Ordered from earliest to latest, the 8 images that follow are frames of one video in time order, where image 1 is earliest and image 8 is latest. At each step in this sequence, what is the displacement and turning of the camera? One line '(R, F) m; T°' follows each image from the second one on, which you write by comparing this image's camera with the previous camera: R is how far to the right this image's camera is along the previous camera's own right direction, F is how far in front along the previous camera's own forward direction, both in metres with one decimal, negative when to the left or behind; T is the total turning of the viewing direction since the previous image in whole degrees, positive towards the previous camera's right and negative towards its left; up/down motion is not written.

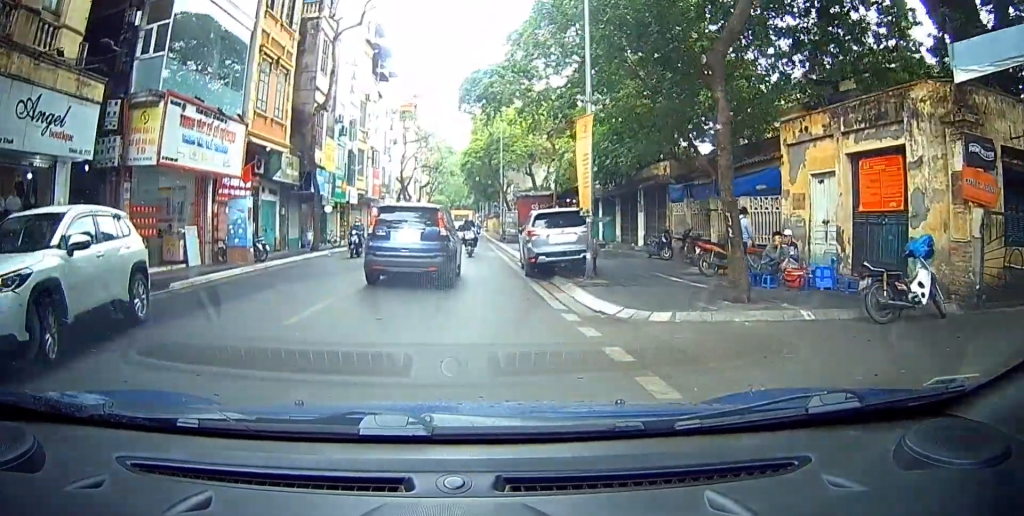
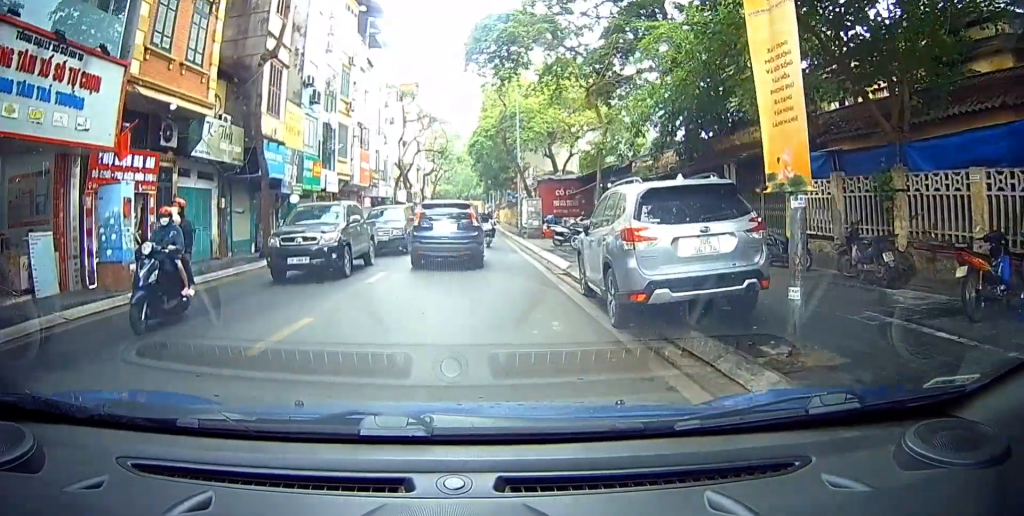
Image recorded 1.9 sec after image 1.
(0.0, +6.8) m; 0°
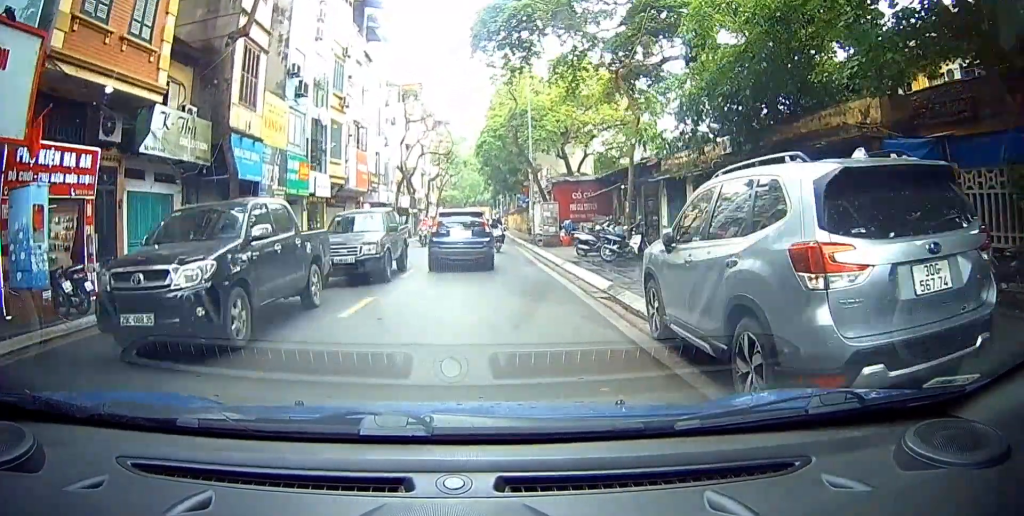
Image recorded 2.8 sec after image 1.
(0.0, +2.9) m; 0°
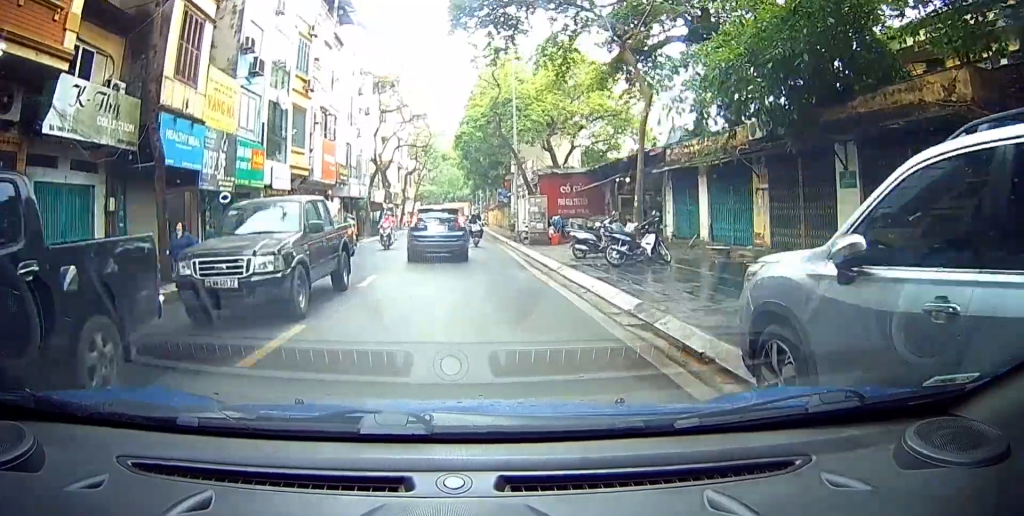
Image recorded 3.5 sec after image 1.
(0.0, +2.5) m; 0°
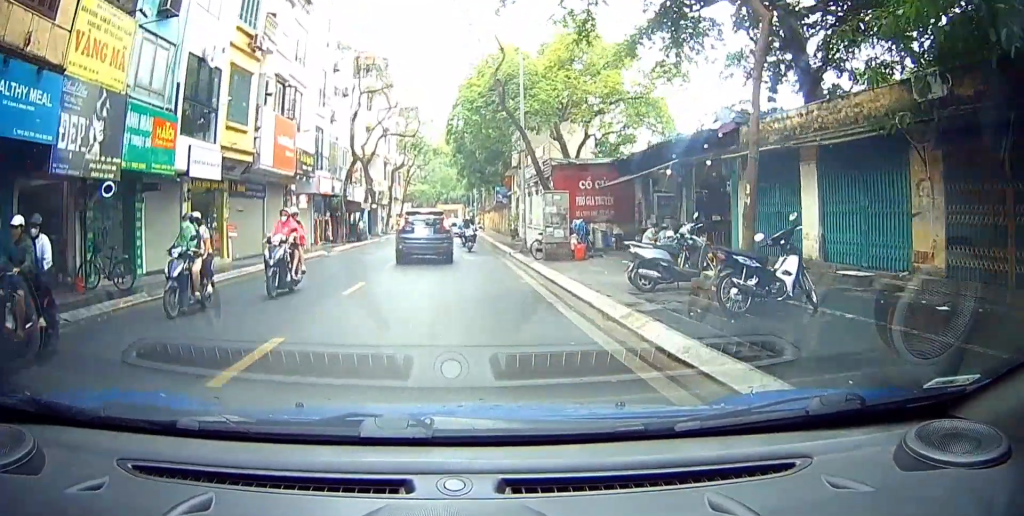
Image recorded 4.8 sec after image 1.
(0.0, +5.1) m; +1°
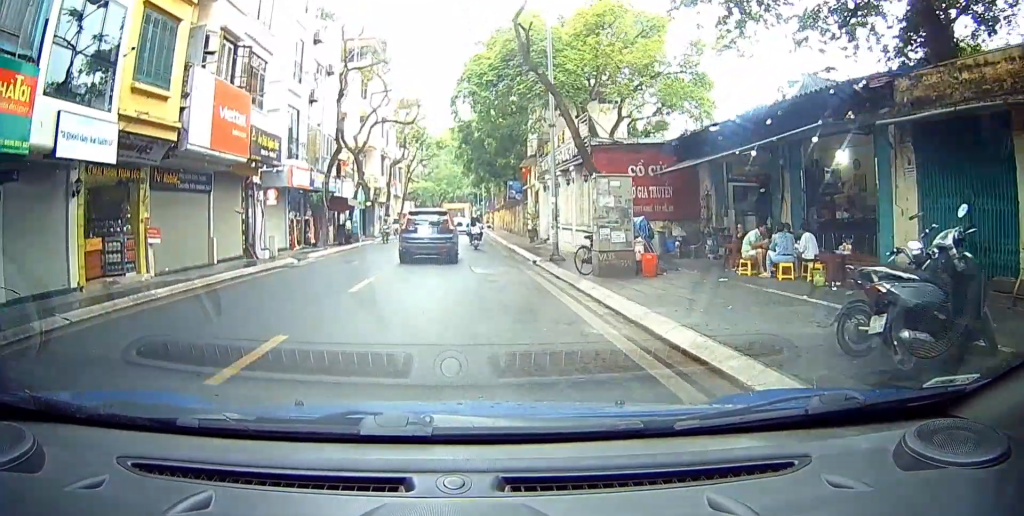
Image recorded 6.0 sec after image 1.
(+0.1, +4.4) m; +2°
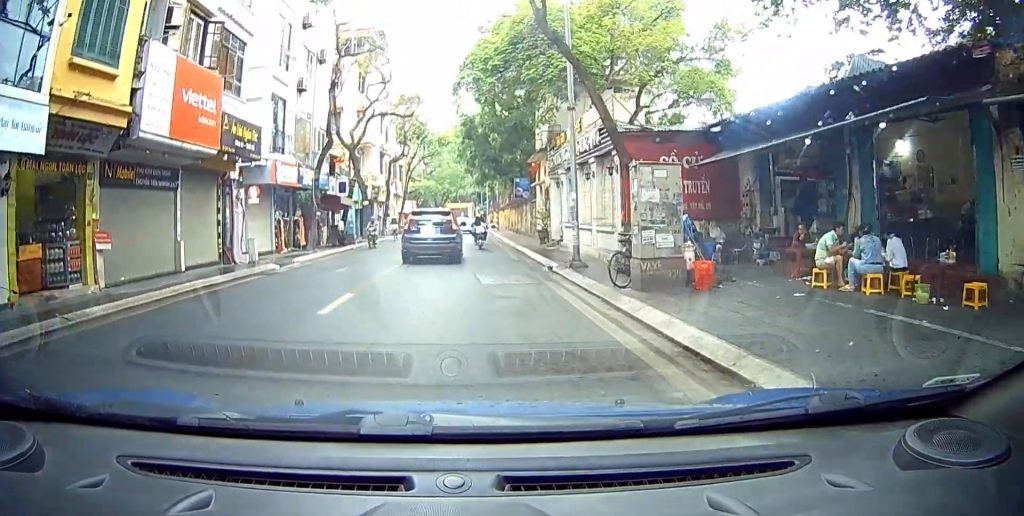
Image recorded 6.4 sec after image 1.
(0.0, +1.8) m; +1°
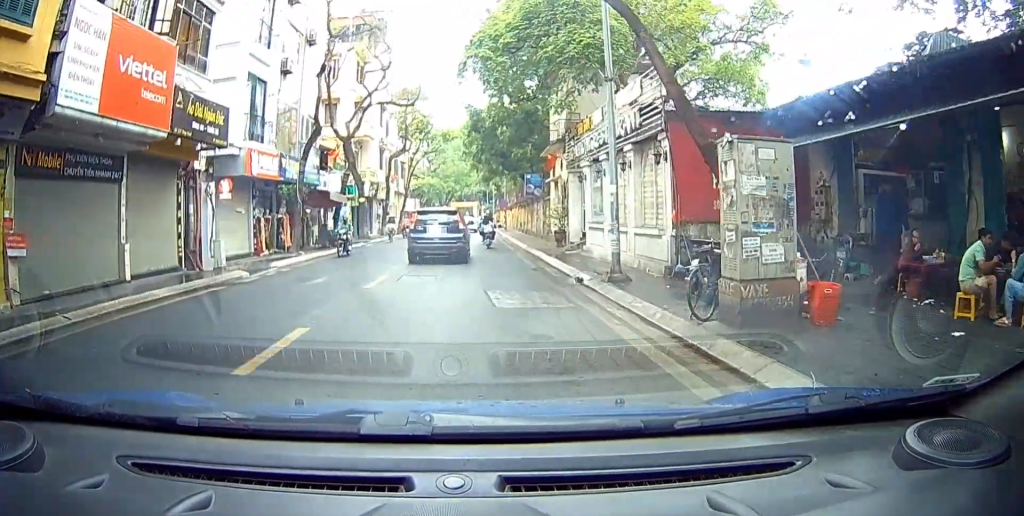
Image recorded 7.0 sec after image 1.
(0.0, +2.0) m; 0°
